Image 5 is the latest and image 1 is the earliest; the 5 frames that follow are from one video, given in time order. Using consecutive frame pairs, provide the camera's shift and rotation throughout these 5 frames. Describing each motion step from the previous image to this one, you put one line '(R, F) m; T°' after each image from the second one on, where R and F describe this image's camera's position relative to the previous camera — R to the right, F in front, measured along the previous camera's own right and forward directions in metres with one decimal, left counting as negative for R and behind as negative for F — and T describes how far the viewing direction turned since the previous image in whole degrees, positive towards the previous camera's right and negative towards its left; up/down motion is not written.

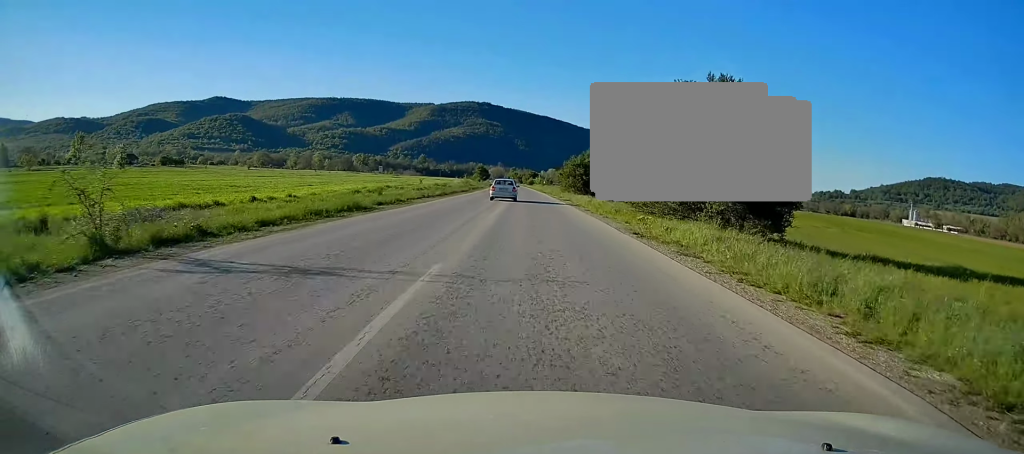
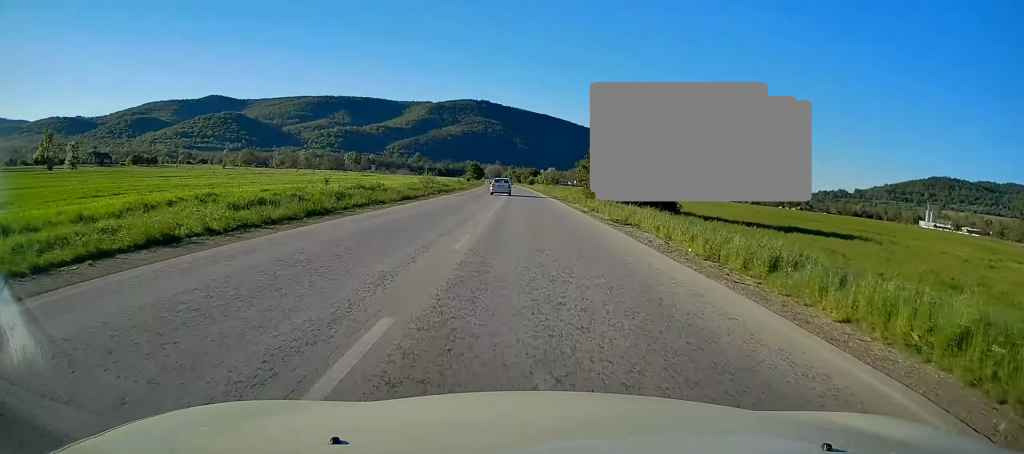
(-0.1, +30.9) m; 0°
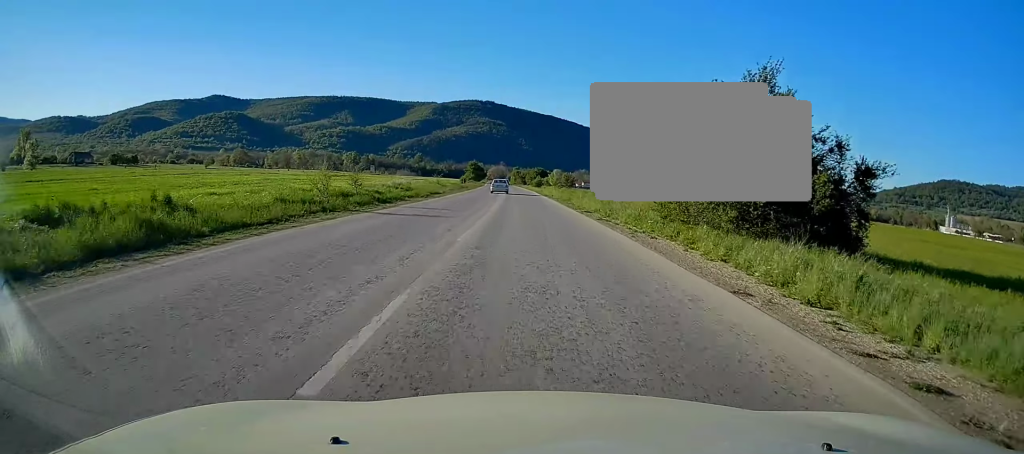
(0.0, +25.4) m; 0°
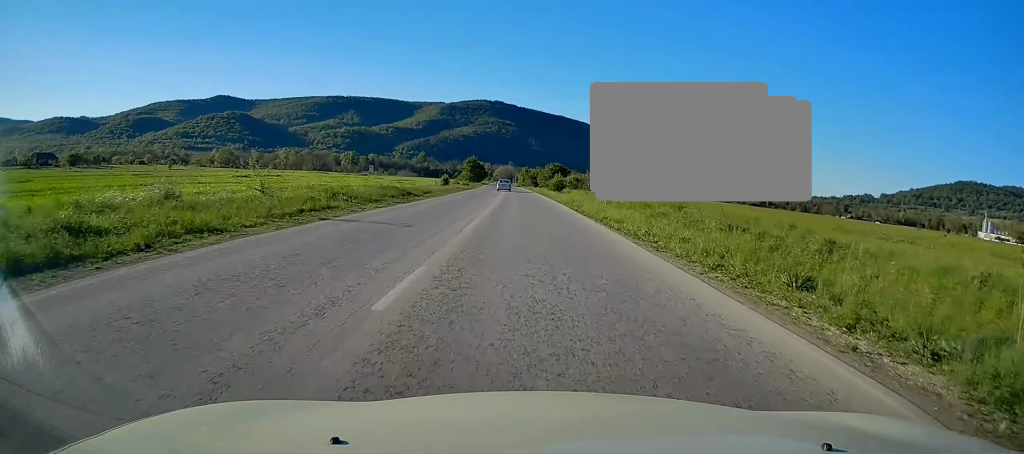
(-0.3, +43.0) m; -1°
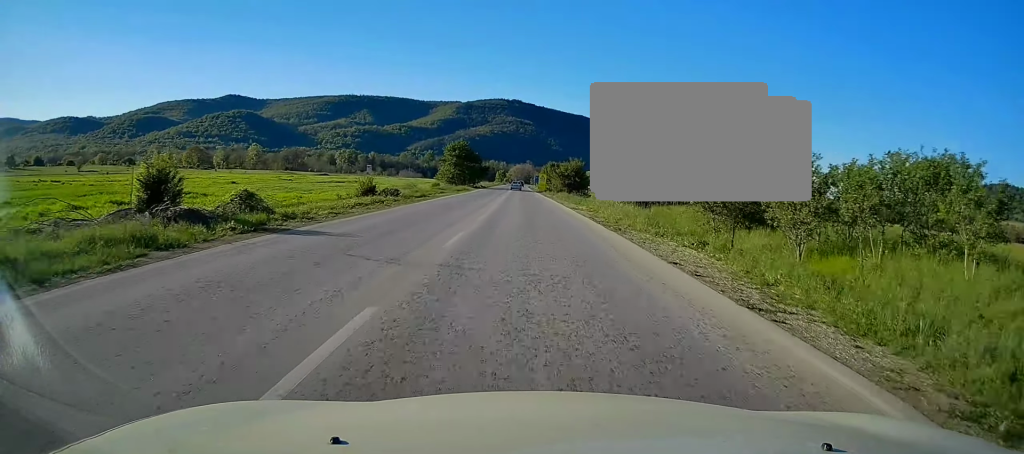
(-1.0, +74.1) m; -2°
